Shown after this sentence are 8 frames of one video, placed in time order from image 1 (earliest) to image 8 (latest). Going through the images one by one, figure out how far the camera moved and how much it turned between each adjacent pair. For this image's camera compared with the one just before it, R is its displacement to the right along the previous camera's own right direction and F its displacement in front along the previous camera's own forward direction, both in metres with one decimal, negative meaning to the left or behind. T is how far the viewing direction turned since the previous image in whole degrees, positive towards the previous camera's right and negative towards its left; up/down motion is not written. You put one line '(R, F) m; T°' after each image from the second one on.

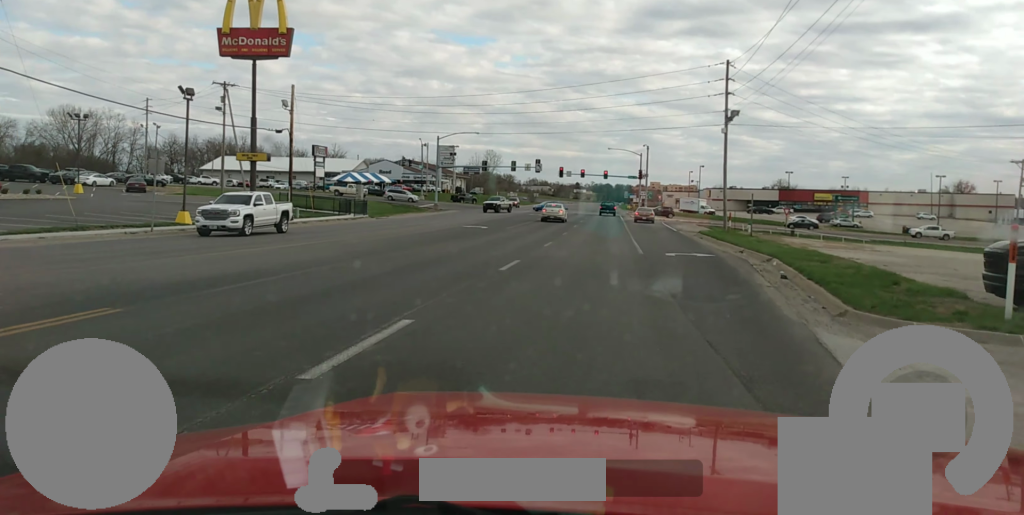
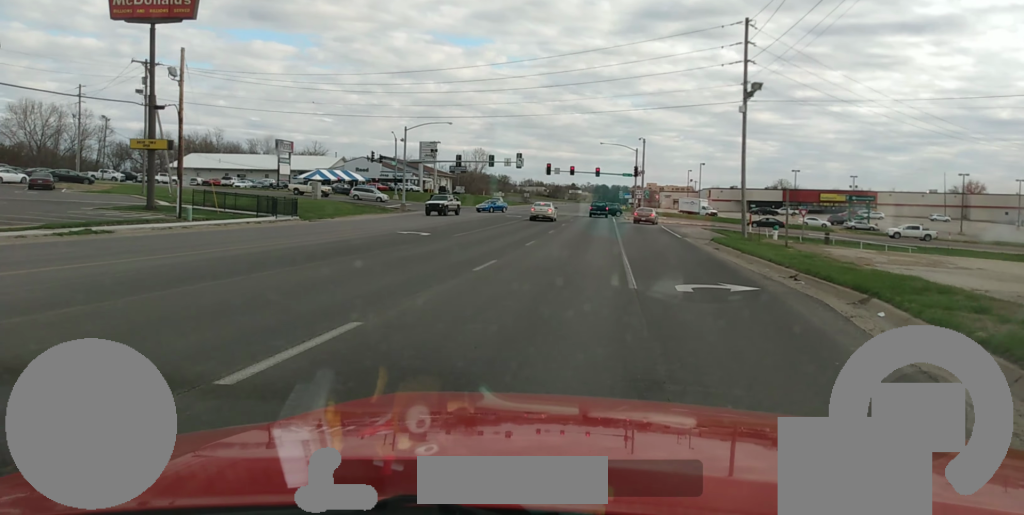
(+0.2, +12.6) m; +1°
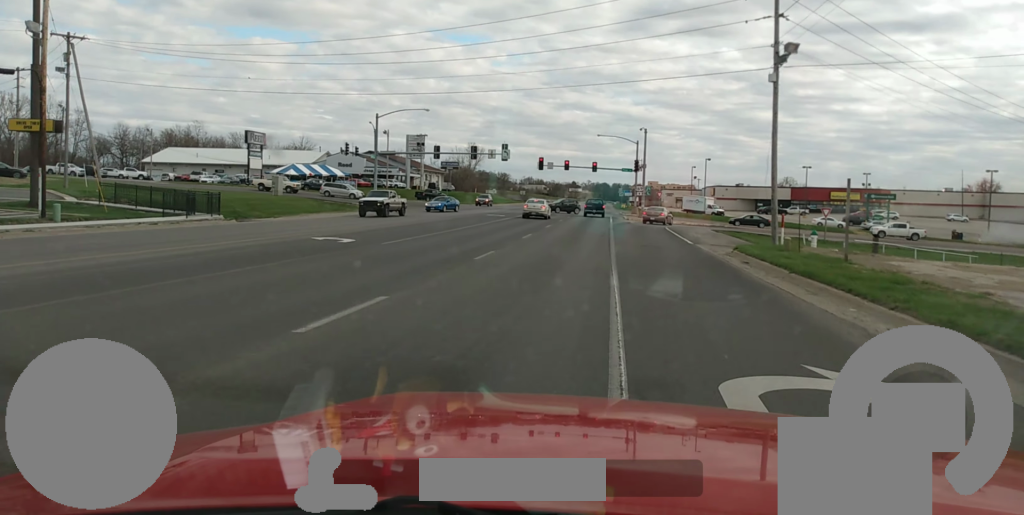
(+0.1, +9.3) m; 0°
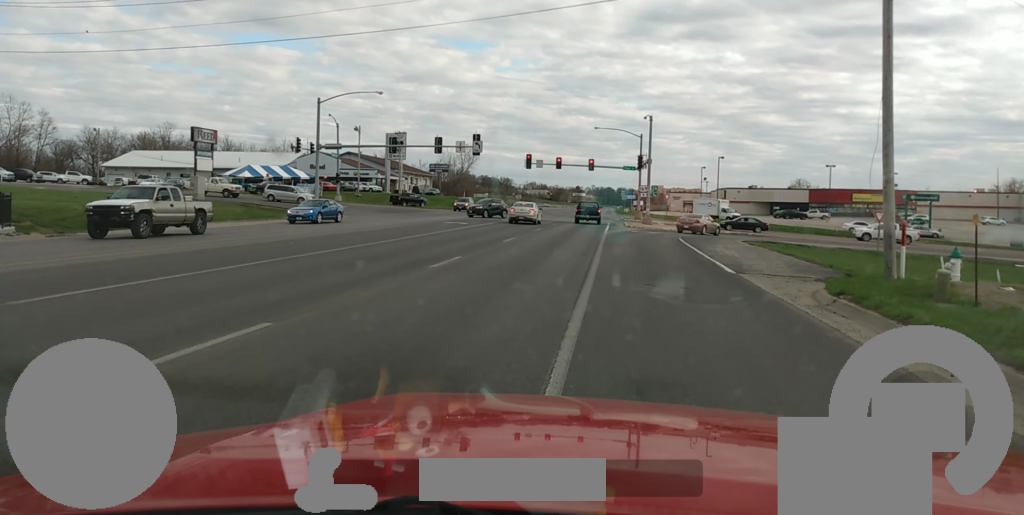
(-0.2, +15.2) m; 0°
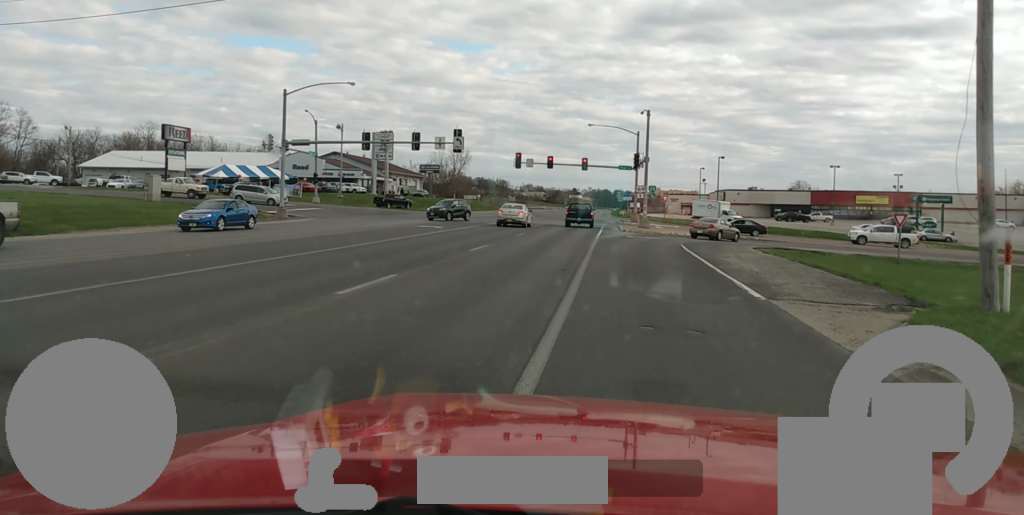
(+0.1, +5.5) m; 0°
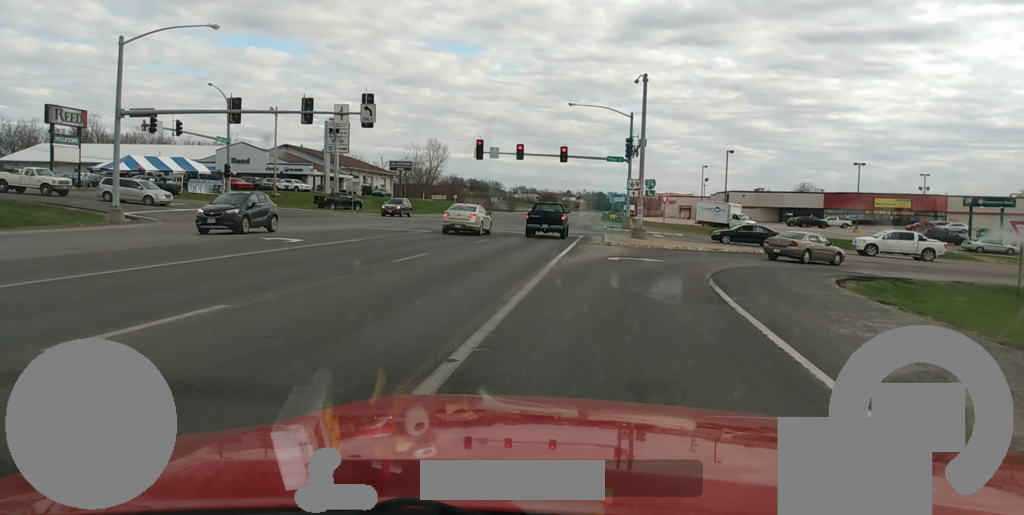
(+0.3, +18.0) m; +4°
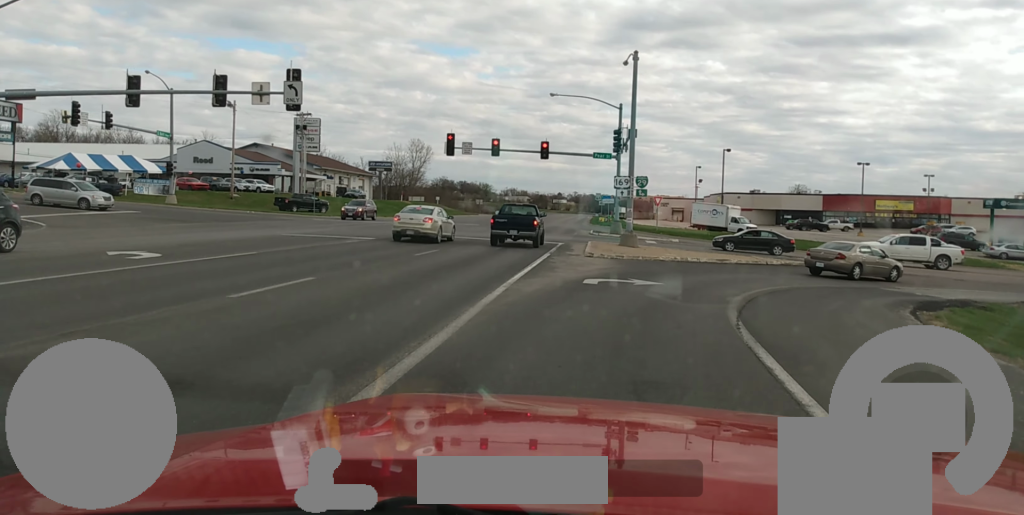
(+0.4, +7.7) m; +1°
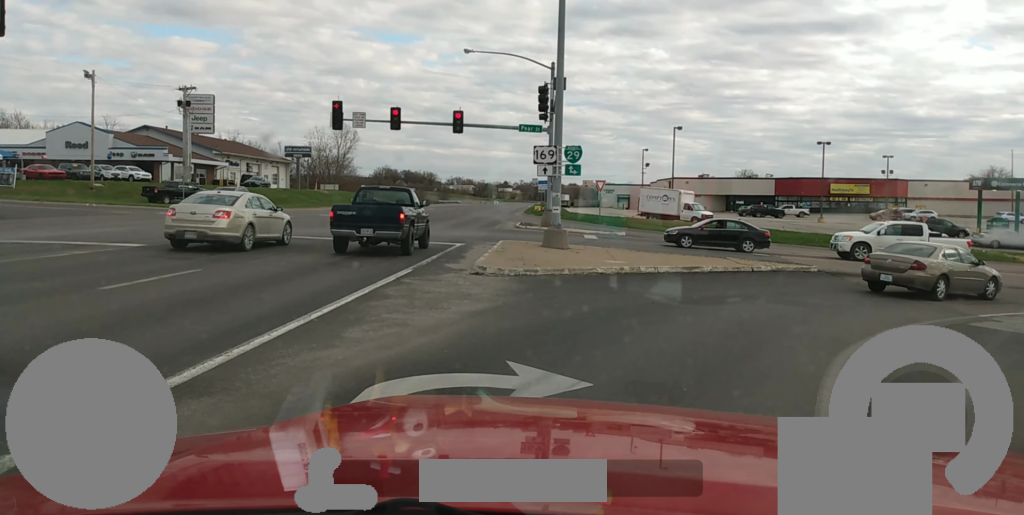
(-0.5, +13.1) m; -3°
